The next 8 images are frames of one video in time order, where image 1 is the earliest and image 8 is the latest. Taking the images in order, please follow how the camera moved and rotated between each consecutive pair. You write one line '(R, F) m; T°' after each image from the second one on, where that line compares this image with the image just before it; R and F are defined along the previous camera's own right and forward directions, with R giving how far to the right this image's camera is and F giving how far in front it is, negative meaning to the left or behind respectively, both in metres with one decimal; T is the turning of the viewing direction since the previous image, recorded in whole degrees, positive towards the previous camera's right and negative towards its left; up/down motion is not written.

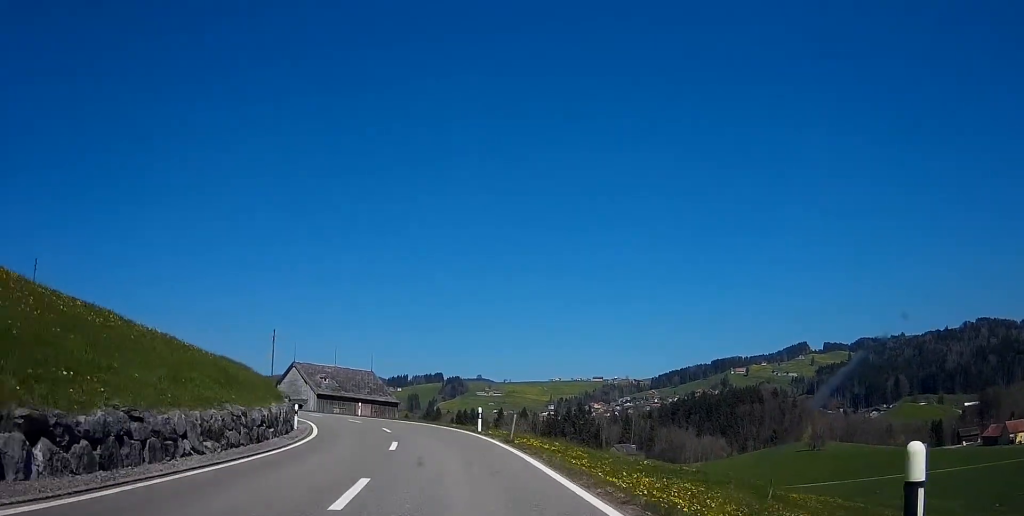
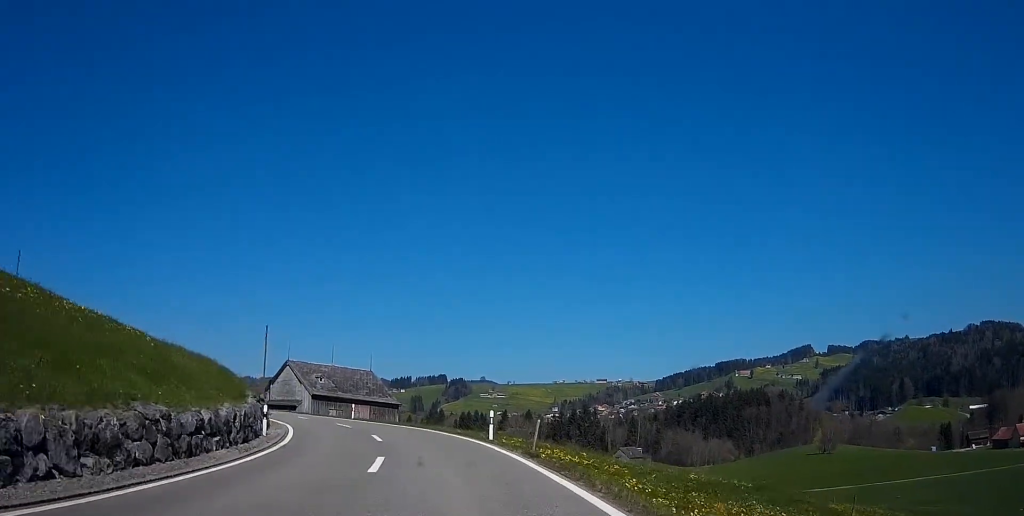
(0.0, +5.3) m; 0°
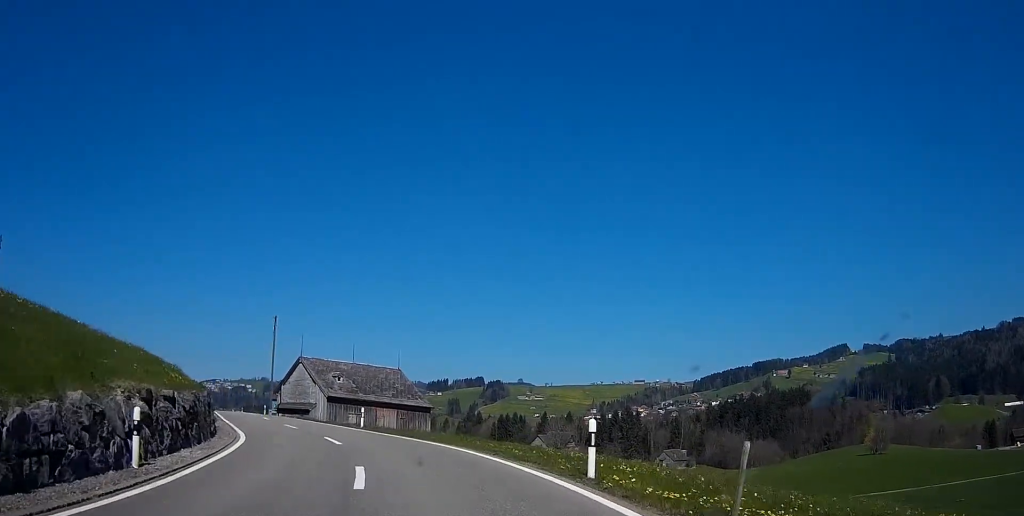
(0.0, +11.8) m; -1°
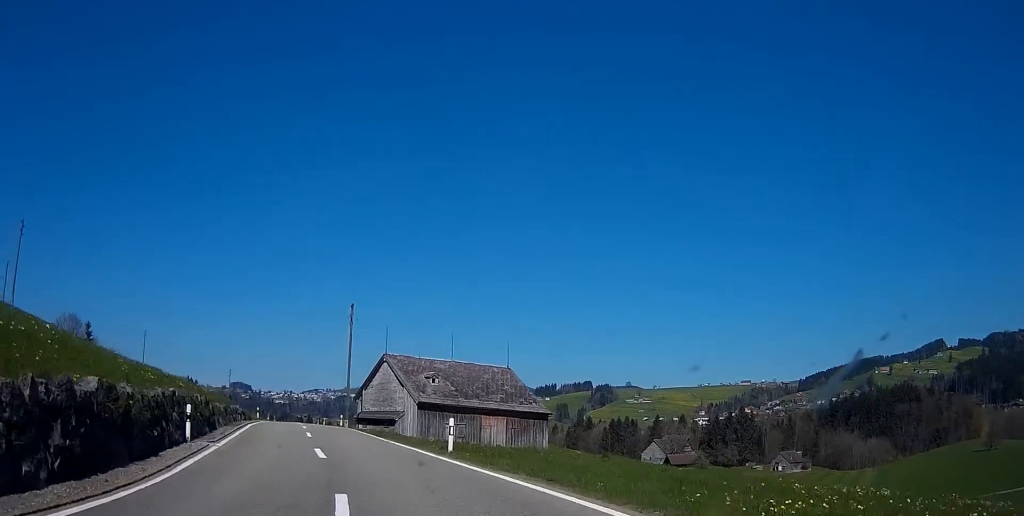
(-0.9, +13.9) m; -10°
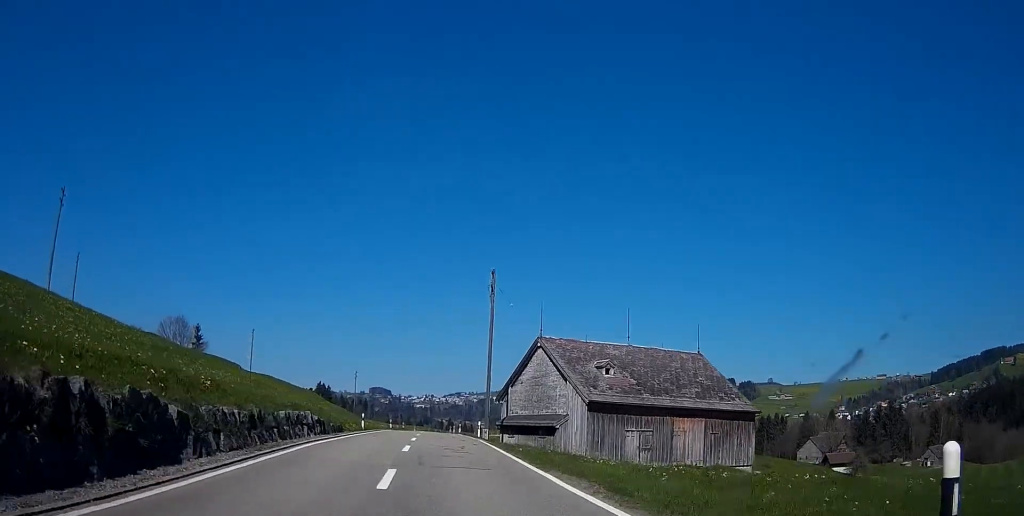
(-1.7, +16.2) m; -8°
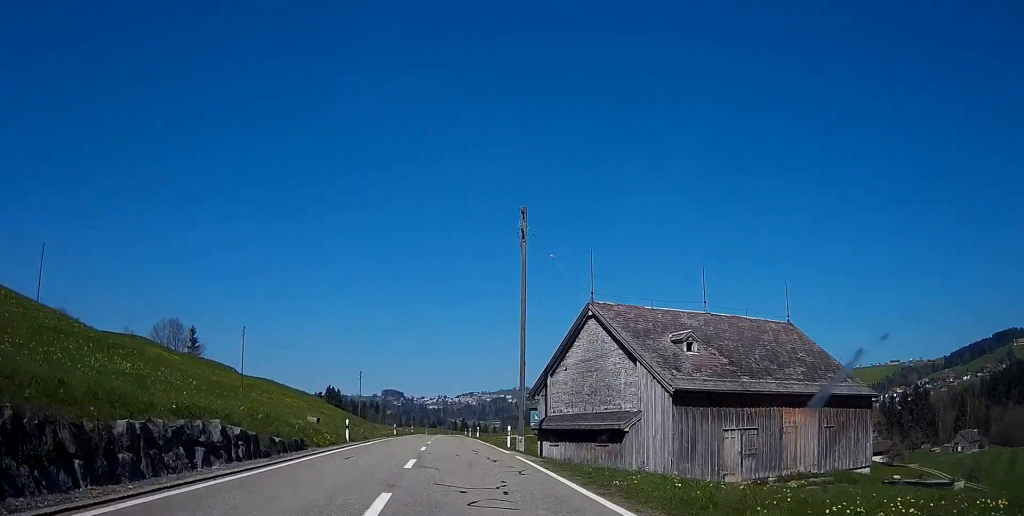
(-0.2, +12.7) m; -1°
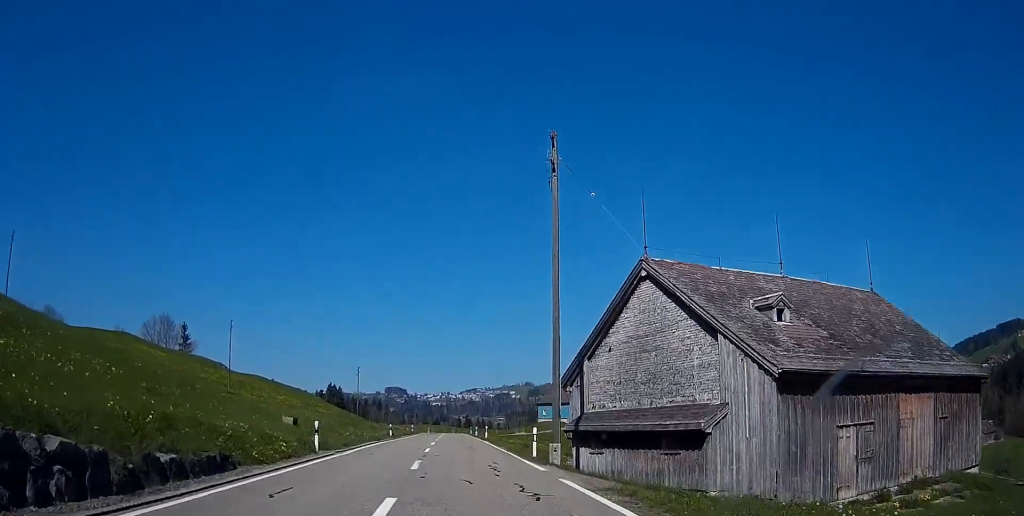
(0.0, +8.6) m; 0°
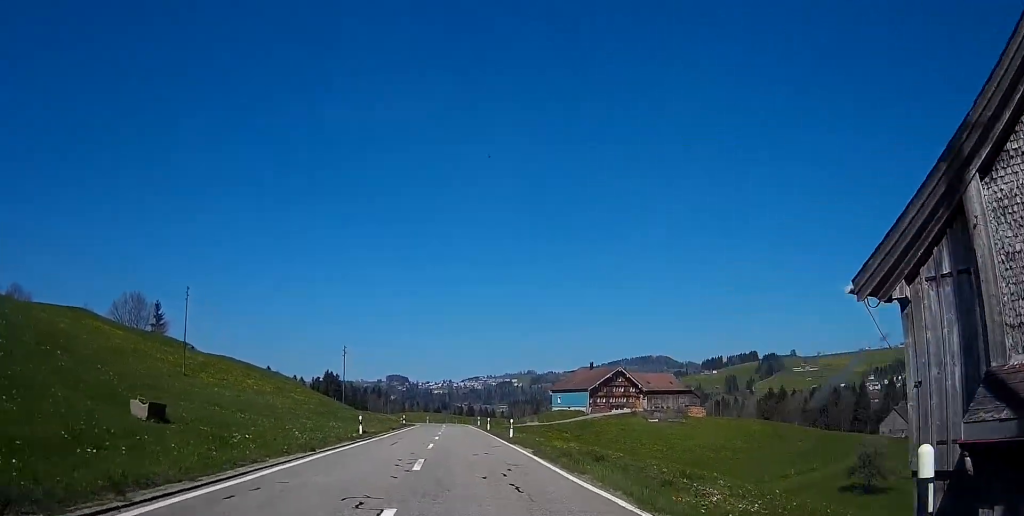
(0.0, +20.5) m; 0°
